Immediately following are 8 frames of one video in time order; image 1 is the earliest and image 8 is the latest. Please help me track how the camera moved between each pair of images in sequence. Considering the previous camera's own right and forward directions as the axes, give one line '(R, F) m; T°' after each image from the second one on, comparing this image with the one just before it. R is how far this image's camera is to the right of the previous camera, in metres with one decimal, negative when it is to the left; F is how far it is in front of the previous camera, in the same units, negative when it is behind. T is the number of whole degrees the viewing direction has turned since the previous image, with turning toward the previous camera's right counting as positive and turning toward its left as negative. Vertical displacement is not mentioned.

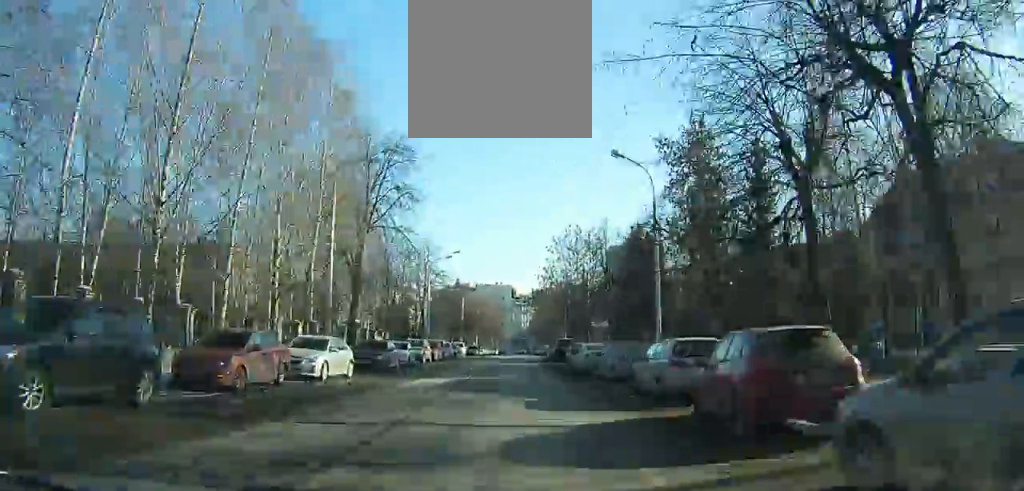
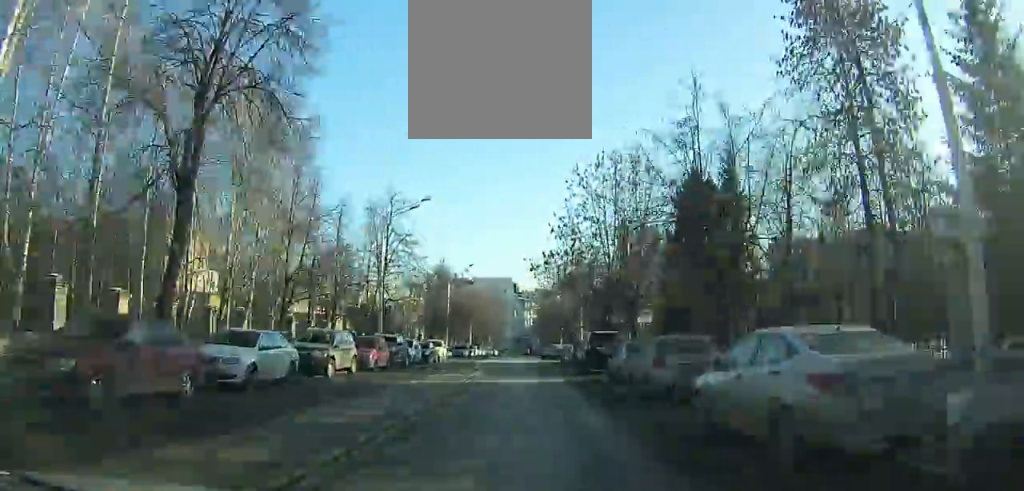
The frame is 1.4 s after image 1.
(-0.1, +17.8) m; 0°
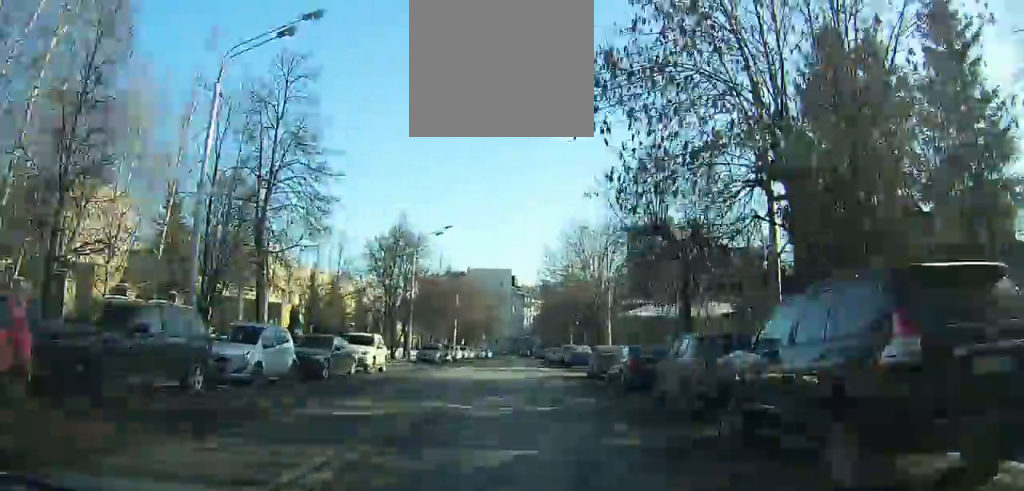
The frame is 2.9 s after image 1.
(+0.2, +18.6) m; +1°
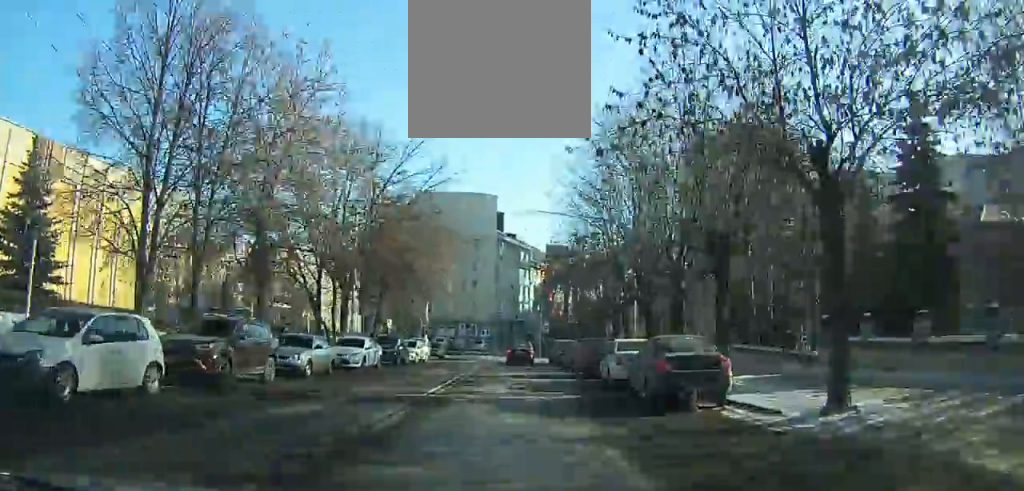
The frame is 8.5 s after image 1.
(+0.9, +60.8) m; +2°
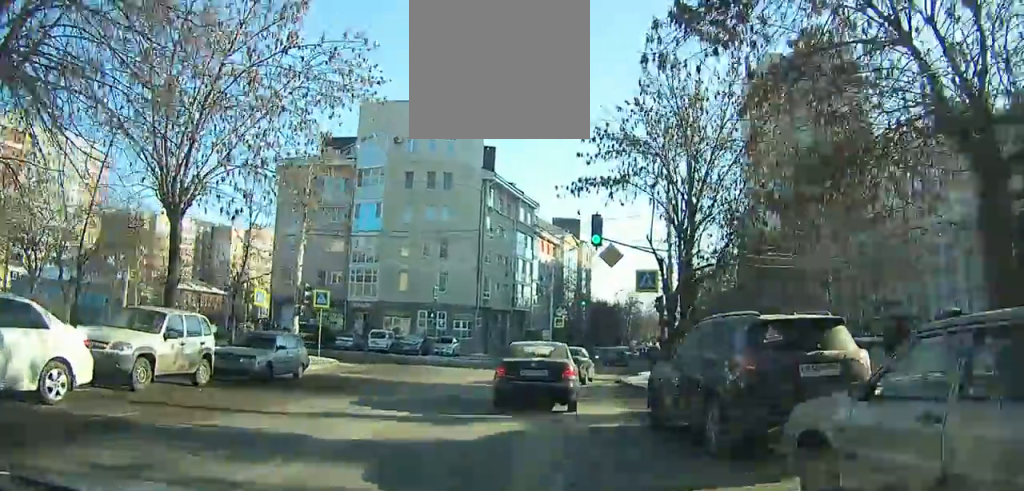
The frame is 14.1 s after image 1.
(+0.7, +42.2) m; +5°
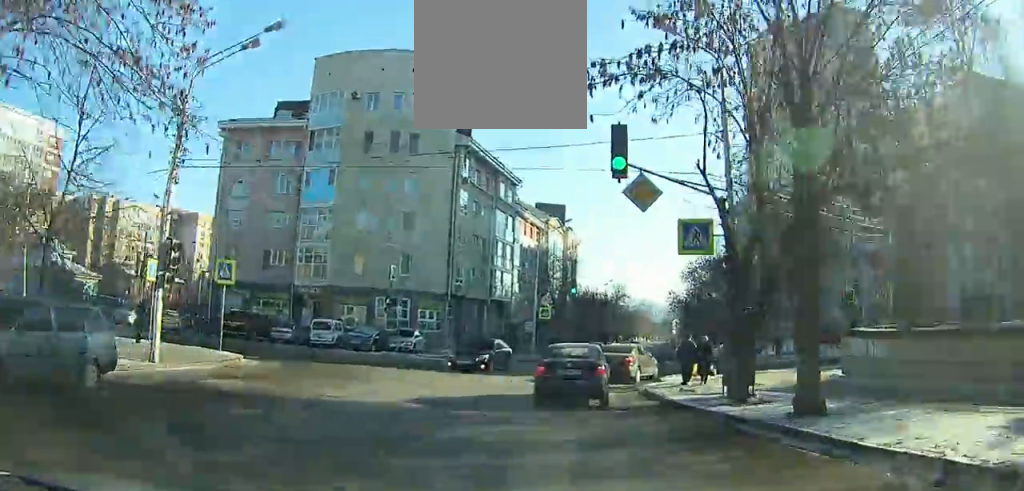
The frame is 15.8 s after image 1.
(0.0, +10.0) m; +5°
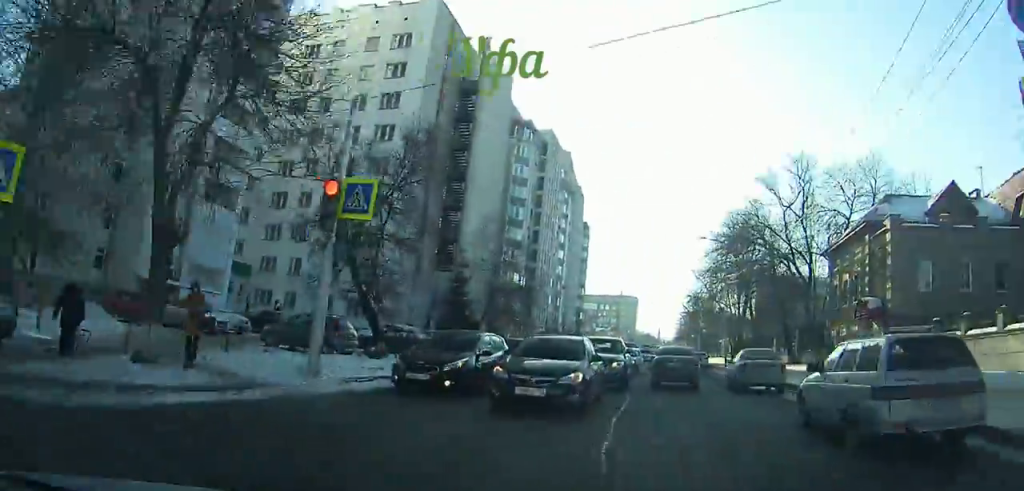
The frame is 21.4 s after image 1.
(+13.1, +22.6) m; +67°
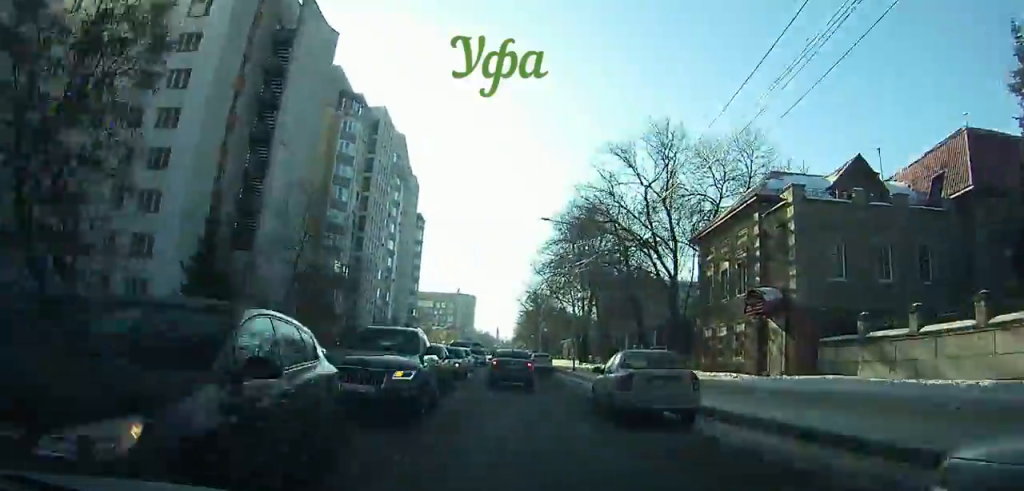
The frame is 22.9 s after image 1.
(+1.7, +8.6) m; +13°
